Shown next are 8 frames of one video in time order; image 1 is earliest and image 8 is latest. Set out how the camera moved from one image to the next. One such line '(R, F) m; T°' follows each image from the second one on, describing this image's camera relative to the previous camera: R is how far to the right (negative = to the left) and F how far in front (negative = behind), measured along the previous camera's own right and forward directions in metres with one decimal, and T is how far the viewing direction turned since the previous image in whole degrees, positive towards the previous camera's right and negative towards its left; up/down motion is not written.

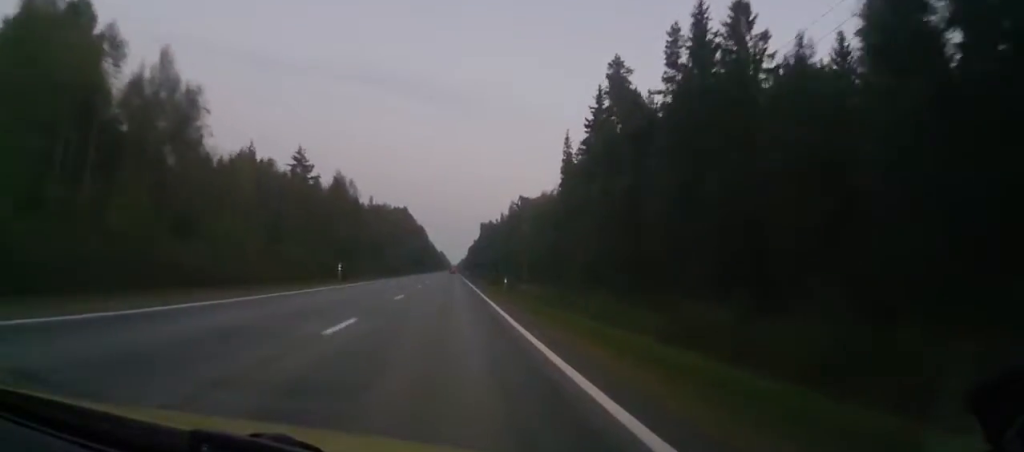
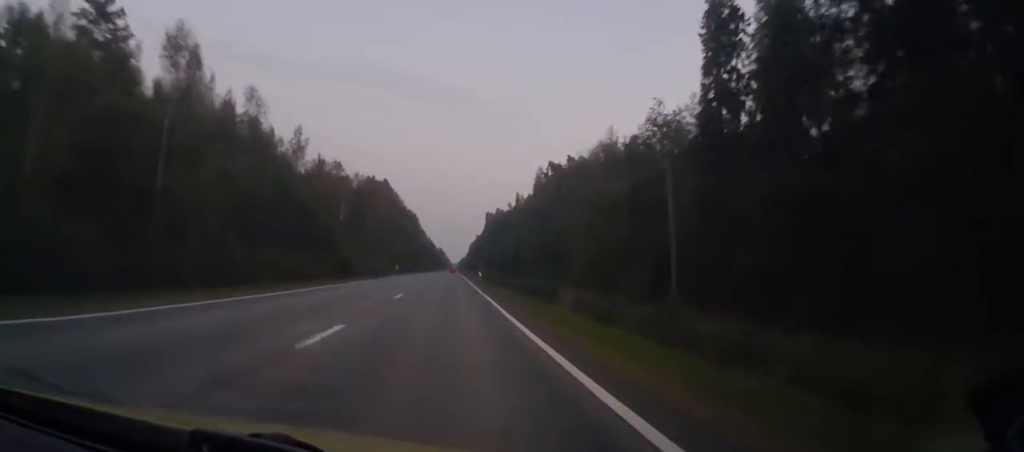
(0.0, +61.1) m; 0°
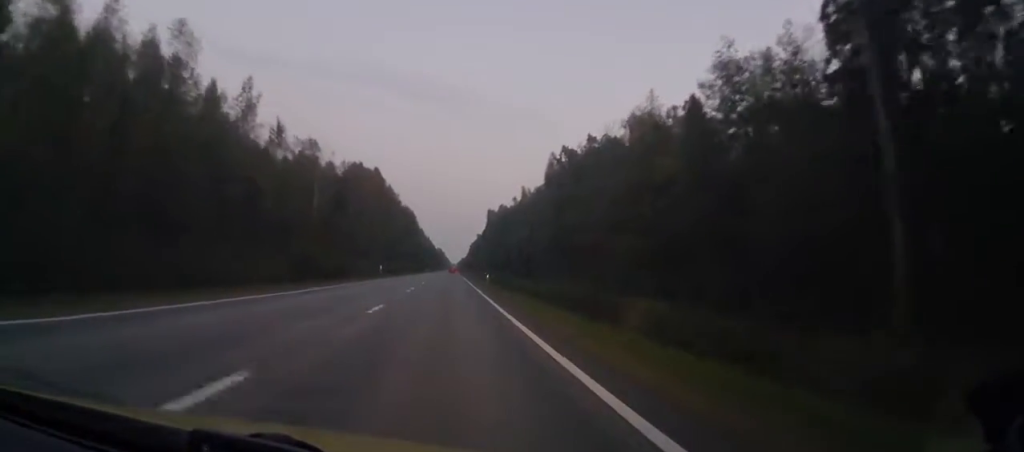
(0.0, +17.5) m; 0°
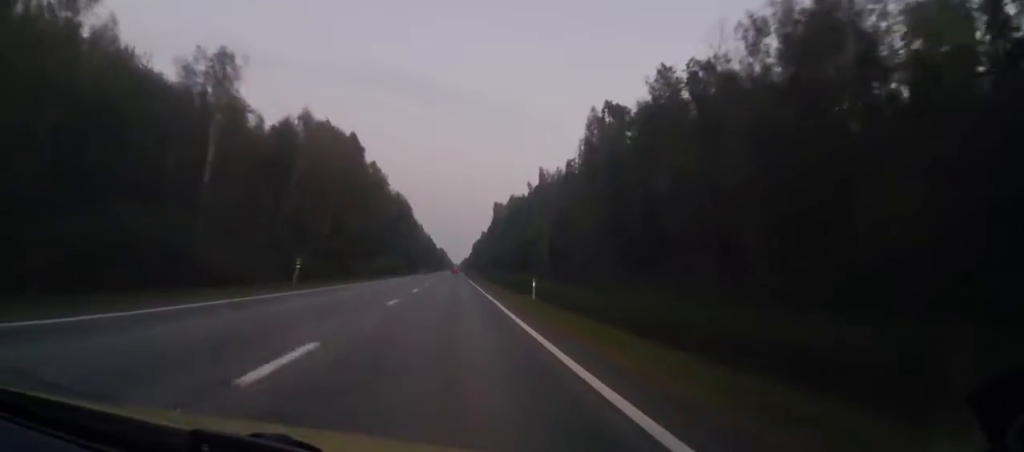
(0.0, +33.1) m; 0°
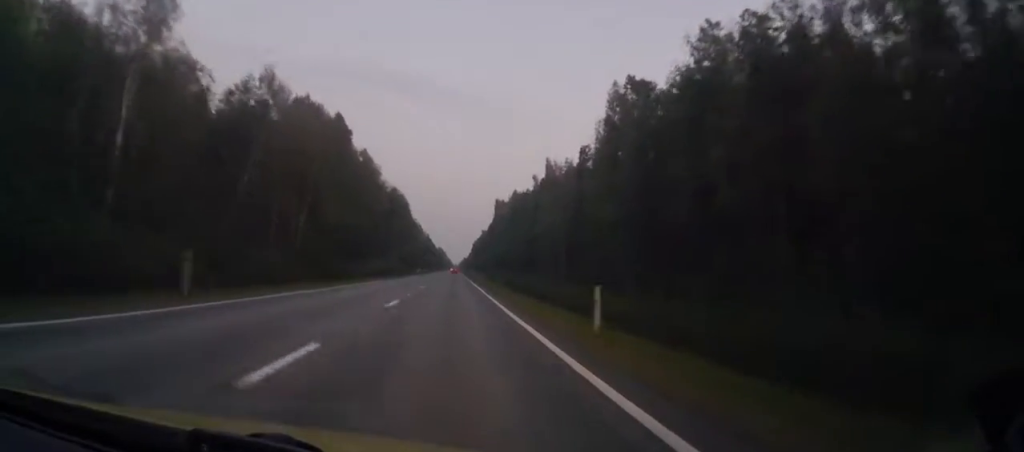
(0.0, +12.0) m; 0°
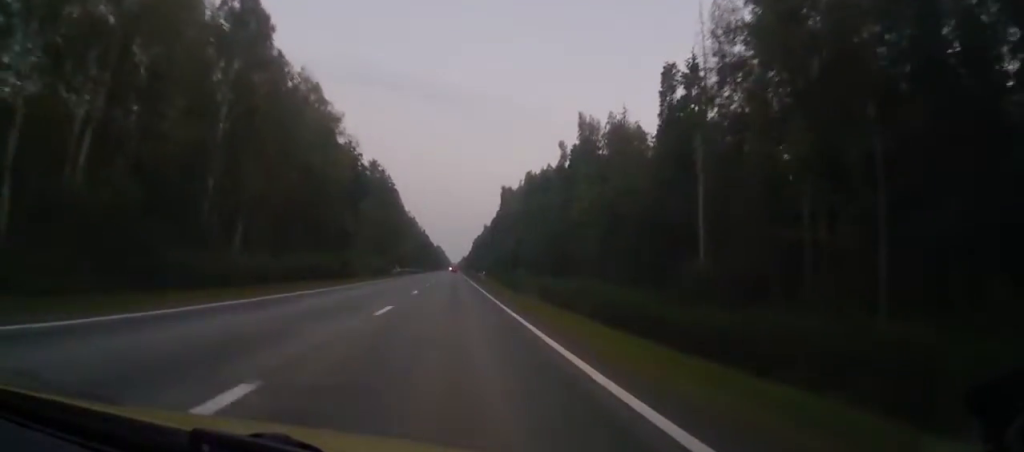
(-0.1, +38.6) m; 0°
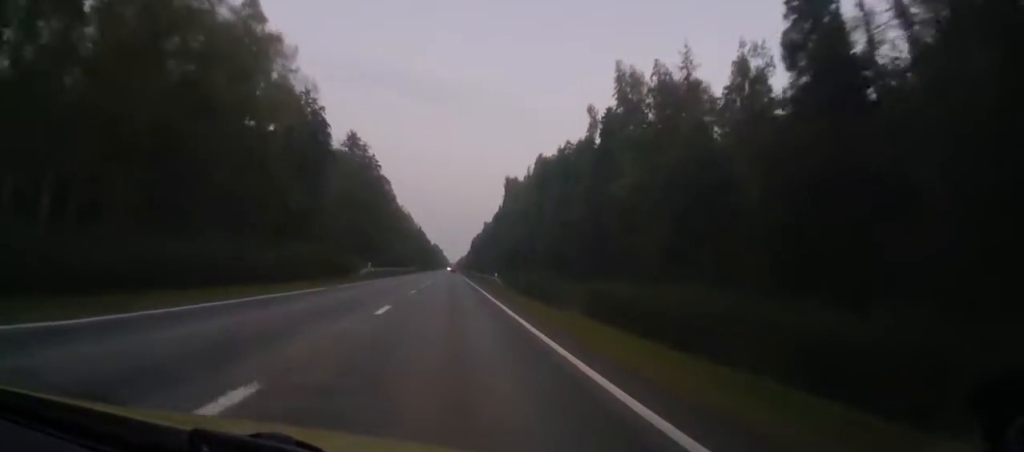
(0.0, +24.0) m; 0°
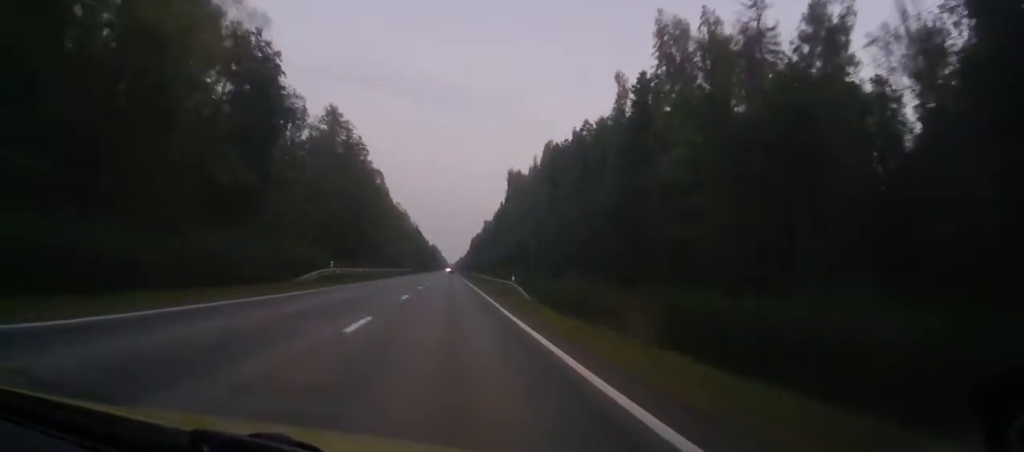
(0.0, +15.7) m; 0°
